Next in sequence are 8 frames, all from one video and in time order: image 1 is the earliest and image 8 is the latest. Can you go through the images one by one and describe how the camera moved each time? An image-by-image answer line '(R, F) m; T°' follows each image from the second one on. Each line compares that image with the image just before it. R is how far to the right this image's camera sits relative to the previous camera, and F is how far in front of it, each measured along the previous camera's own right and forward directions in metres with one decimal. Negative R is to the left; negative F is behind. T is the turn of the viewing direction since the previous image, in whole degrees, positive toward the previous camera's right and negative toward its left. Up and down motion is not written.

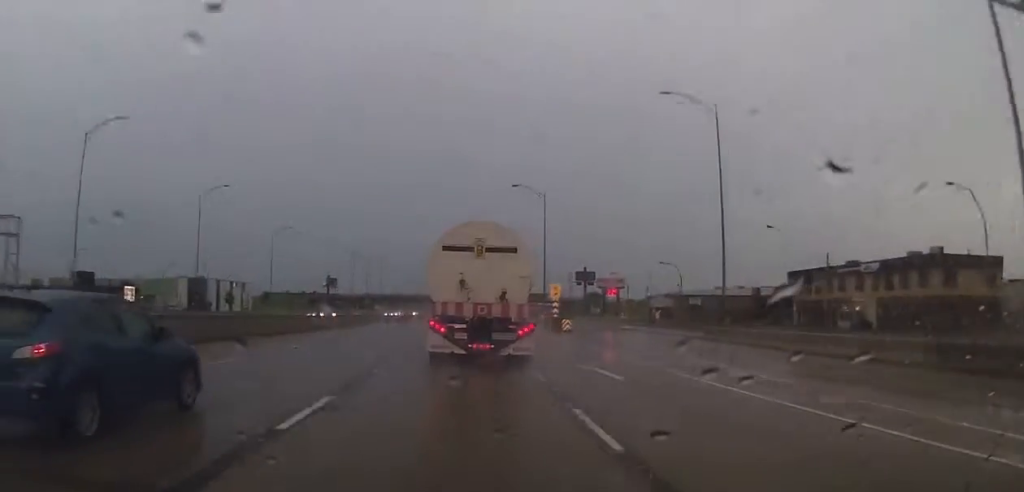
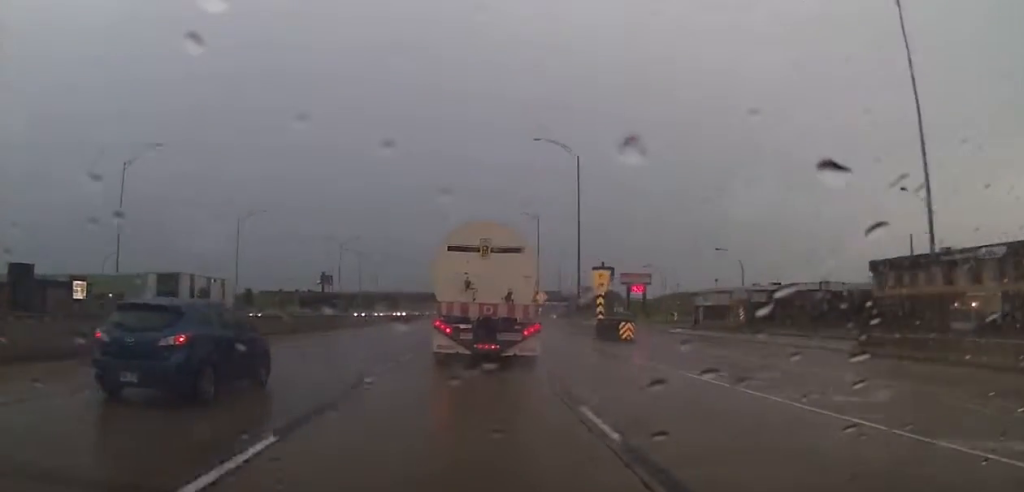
(0.0, +21.6) m; -1°
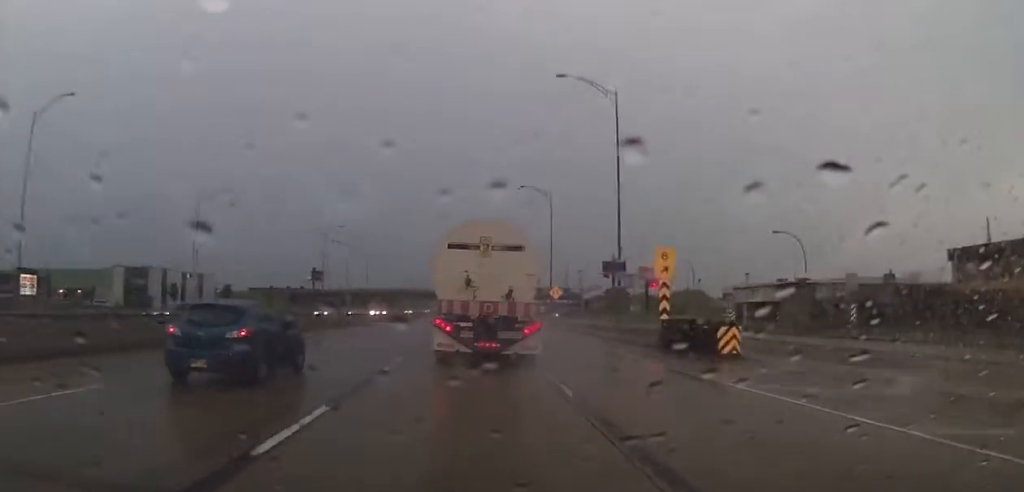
(-0.3, +15.9) m; 0°
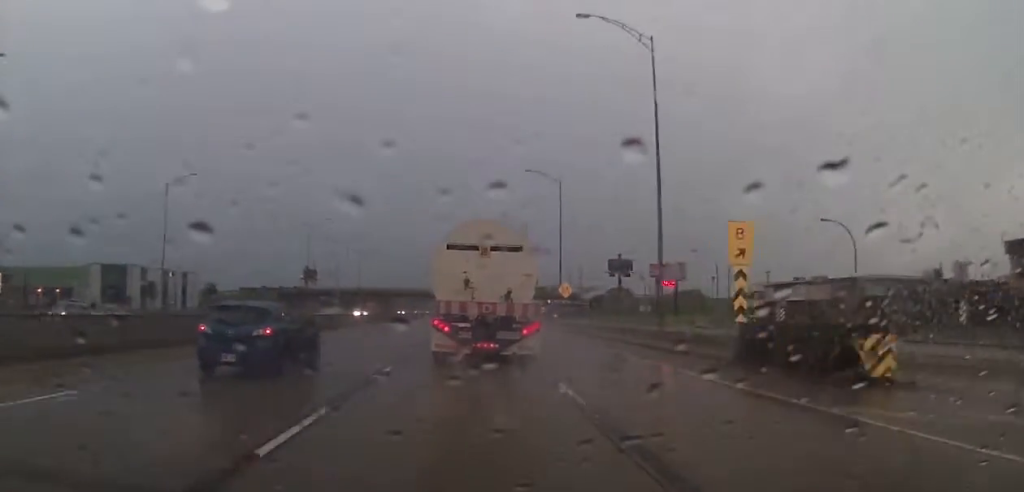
(+0.2, +9.4) m; 0°
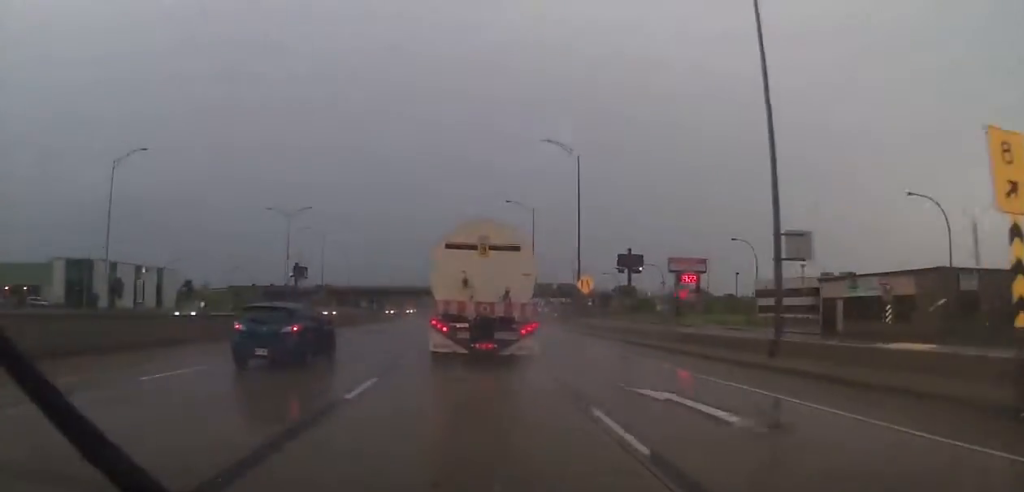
(+0.1, +13.0) m; +1°
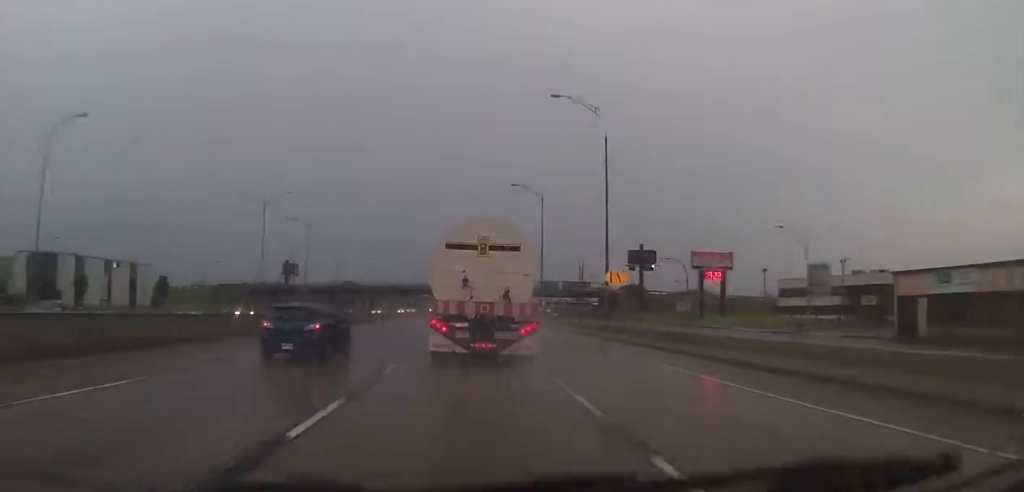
(0.0, +12.2) m; -1°
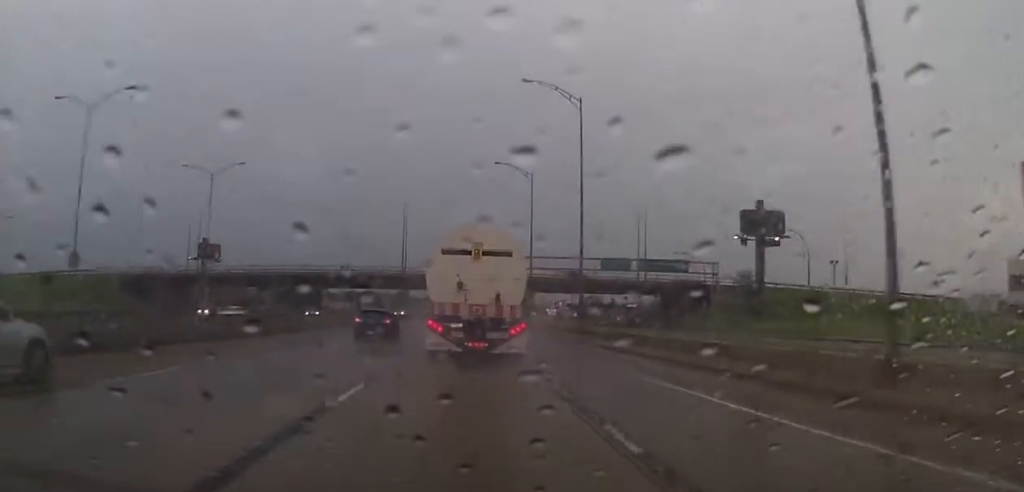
(+0.5, +68.9) m; 0°
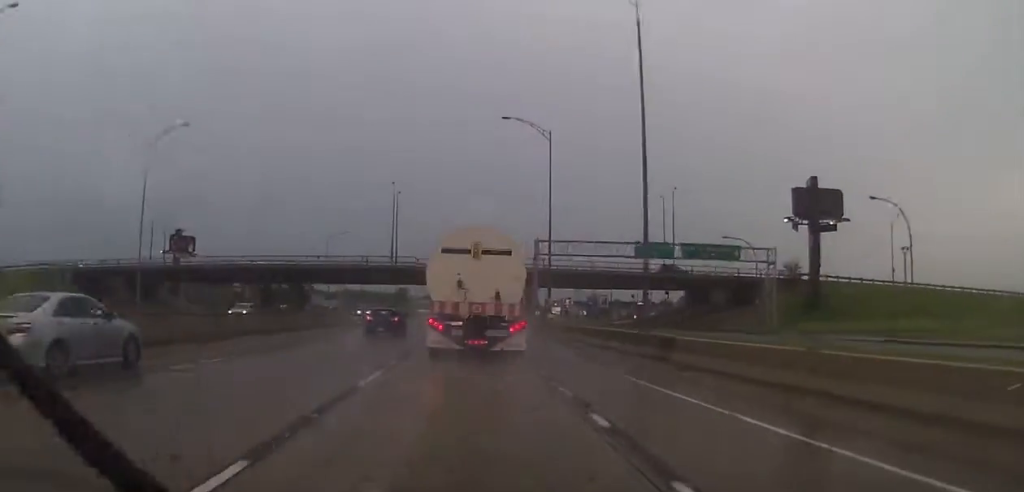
(-0.1, +15.6) m; 0°
